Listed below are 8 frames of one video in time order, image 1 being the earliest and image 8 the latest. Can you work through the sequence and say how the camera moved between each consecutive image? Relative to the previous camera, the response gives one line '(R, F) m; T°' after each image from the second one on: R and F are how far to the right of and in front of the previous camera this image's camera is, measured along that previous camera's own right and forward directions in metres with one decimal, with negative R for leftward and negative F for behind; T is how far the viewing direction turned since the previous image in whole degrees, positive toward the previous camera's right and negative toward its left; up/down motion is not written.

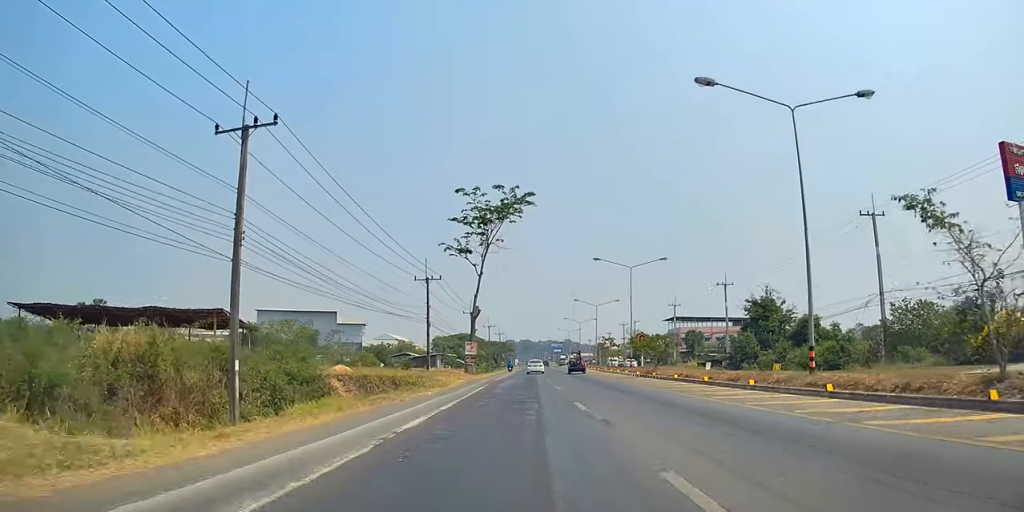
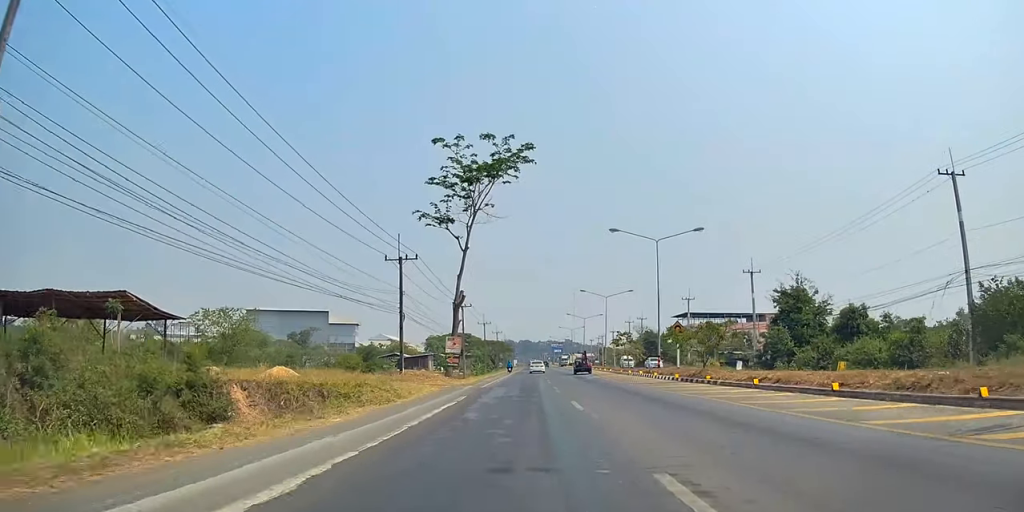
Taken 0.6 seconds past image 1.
(+0.4, +12.5) m; +2°
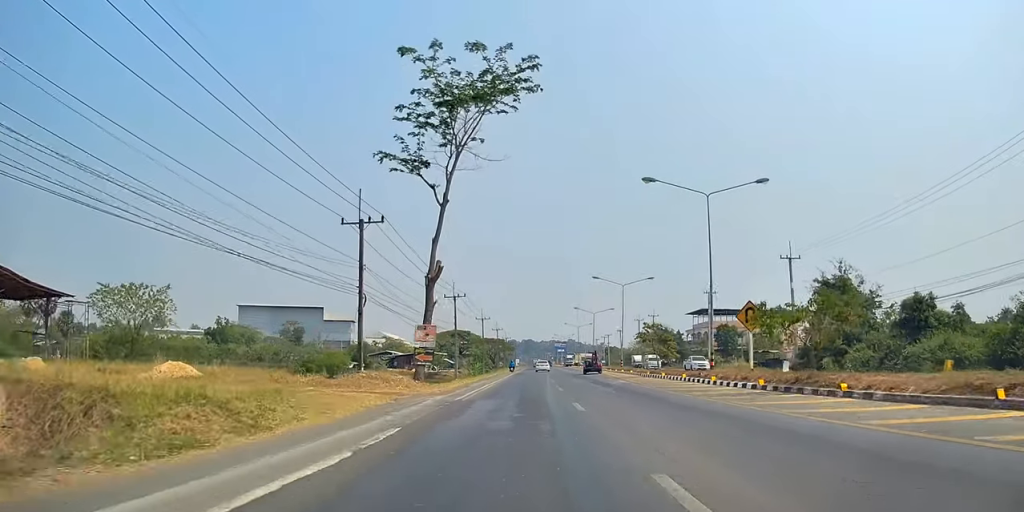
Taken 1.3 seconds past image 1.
(+0.1, +12.5) m; 0°
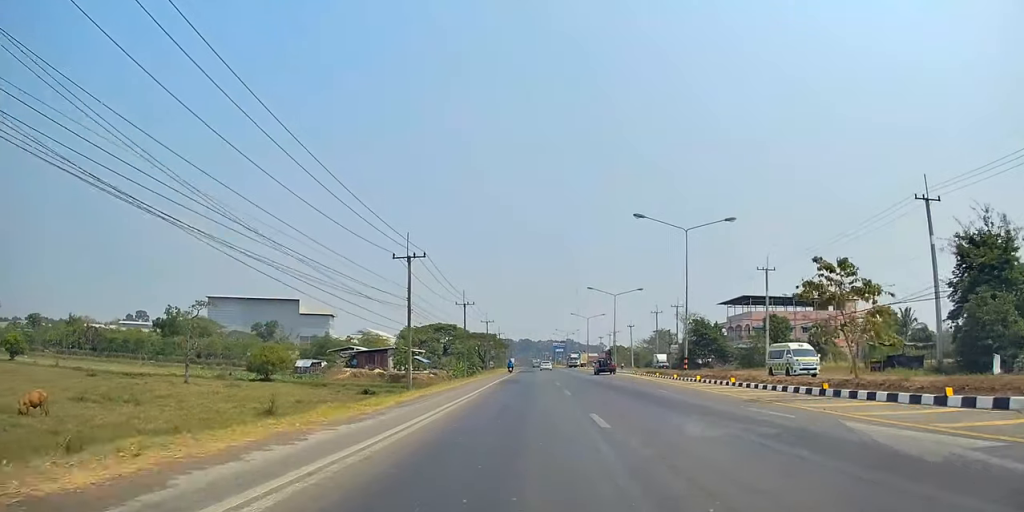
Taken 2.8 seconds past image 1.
(+0.1, +27.7) m; -2°
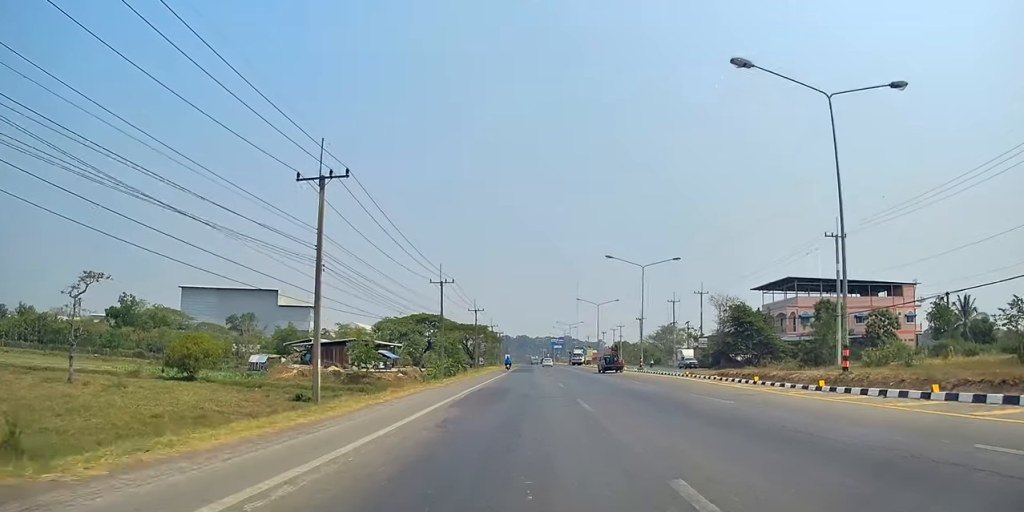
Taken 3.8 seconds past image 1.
(-0.7, +20.6) m; 0°
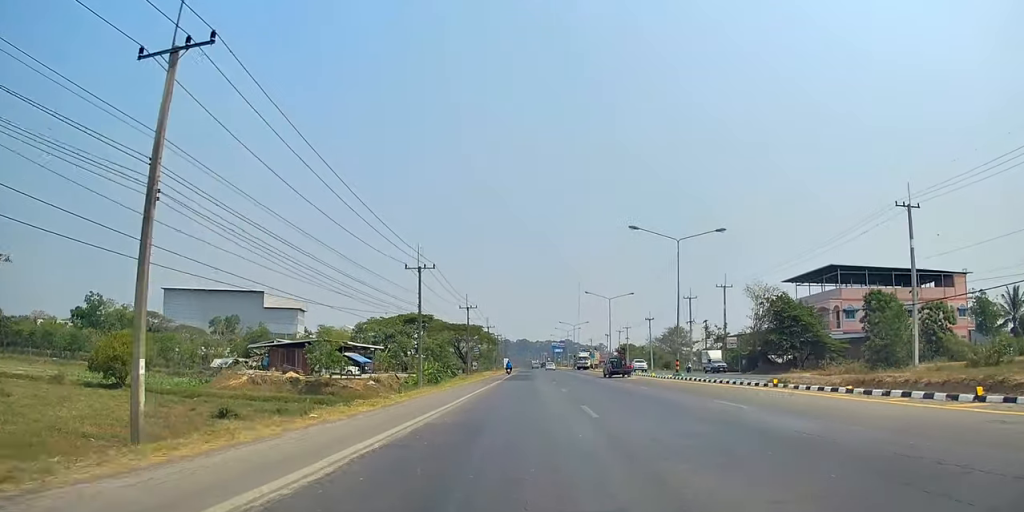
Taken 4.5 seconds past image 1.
(+0.5, +12.4) m; 0°
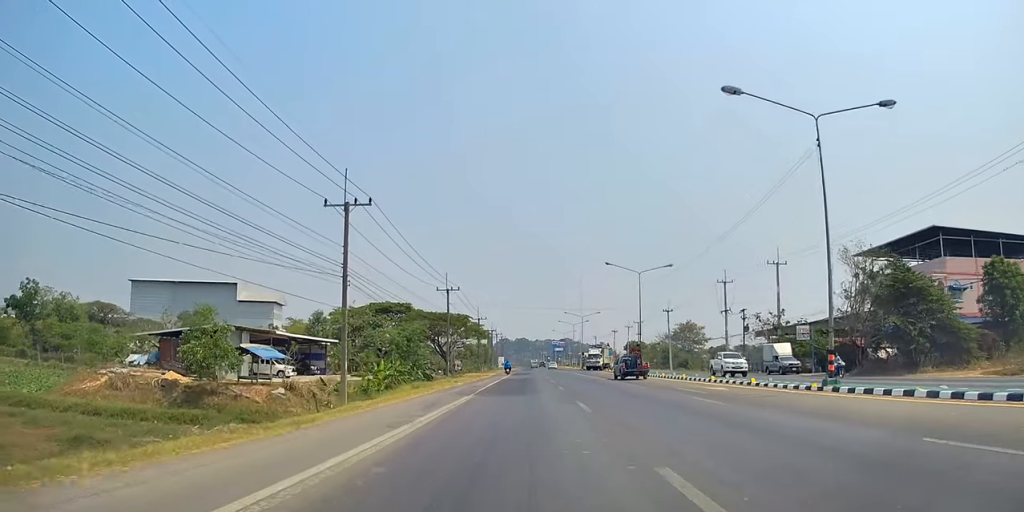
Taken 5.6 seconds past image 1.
(-0.4, +21.7) m; 0°
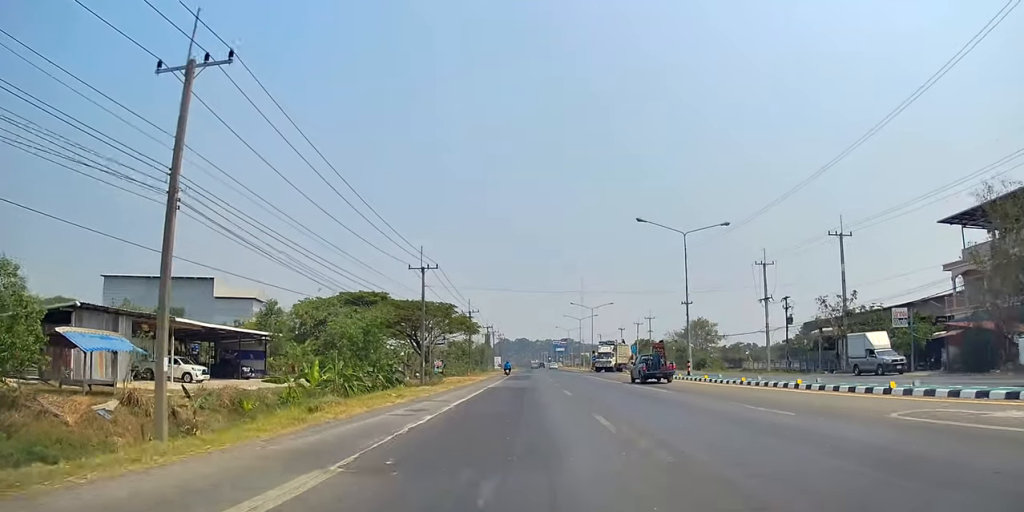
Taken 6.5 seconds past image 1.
(+0.5, +17.1) m; +2°
